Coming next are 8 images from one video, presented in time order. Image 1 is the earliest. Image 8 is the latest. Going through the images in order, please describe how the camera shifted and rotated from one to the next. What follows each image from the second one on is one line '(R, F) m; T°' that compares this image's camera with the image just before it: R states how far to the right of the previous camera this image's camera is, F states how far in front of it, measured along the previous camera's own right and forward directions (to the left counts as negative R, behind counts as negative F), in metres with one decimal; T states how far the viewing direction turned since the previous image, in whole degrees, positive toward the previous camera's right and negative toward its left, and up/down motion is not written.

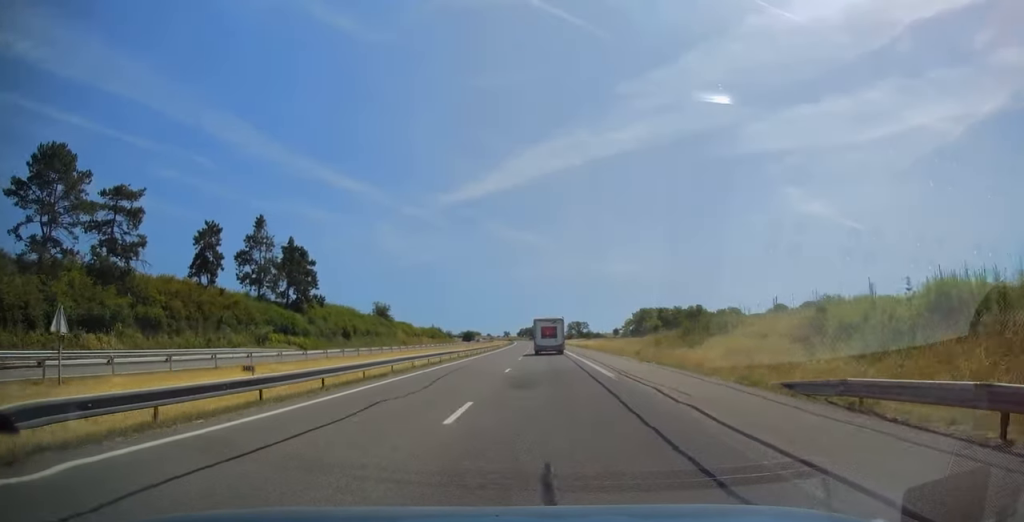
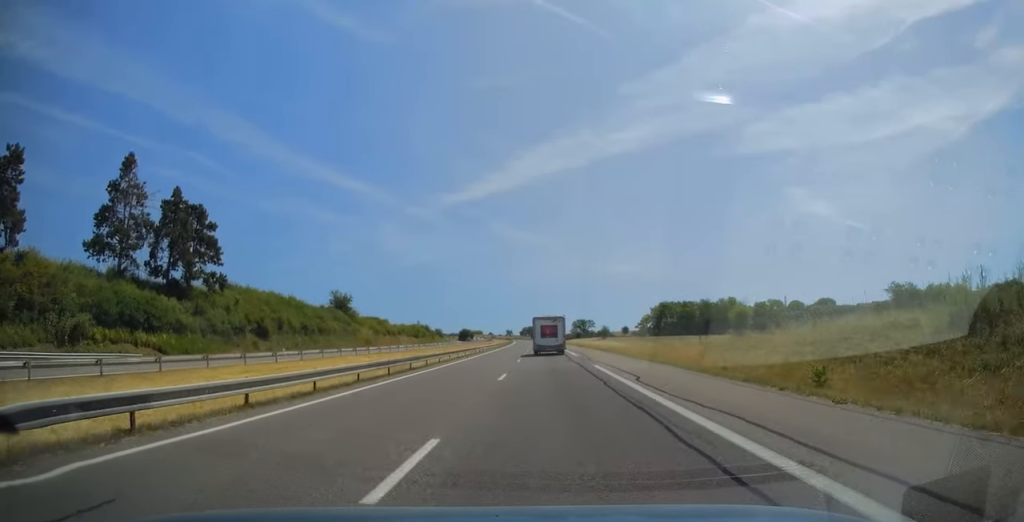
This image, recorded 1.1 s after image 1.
(0.0, +32.8) m; 0°
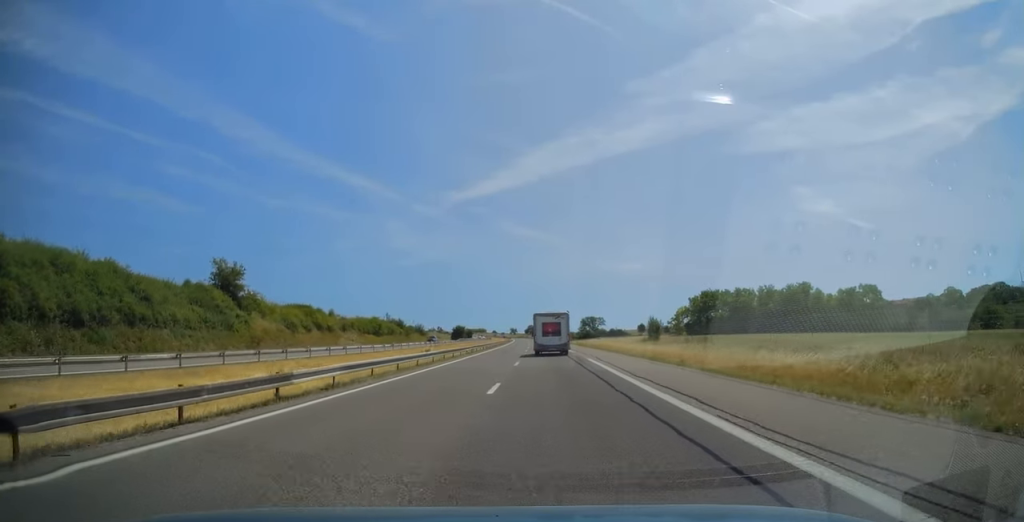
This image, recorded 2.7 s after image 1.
(0.0, +46.4) m; -1°
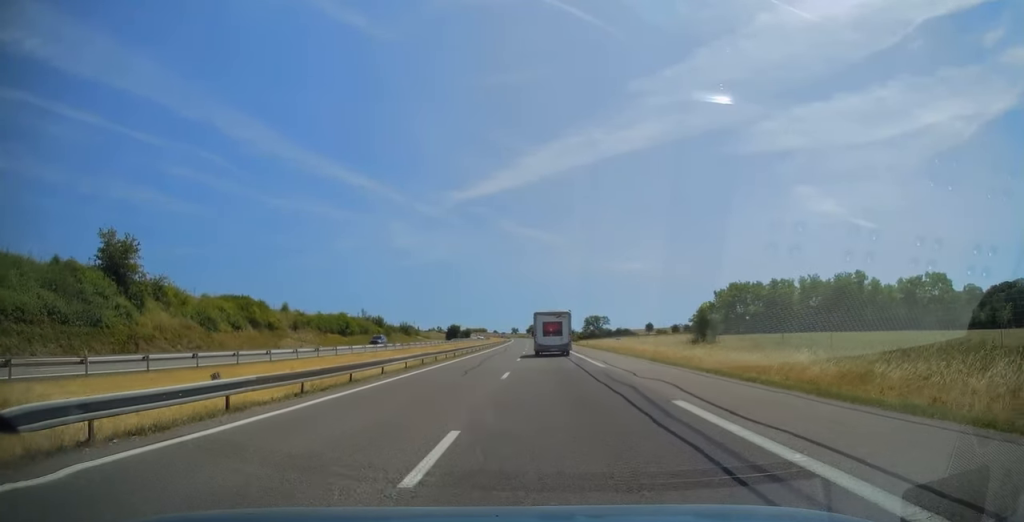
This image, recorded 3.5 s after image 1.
(-0.3, +22.4) m; 0°
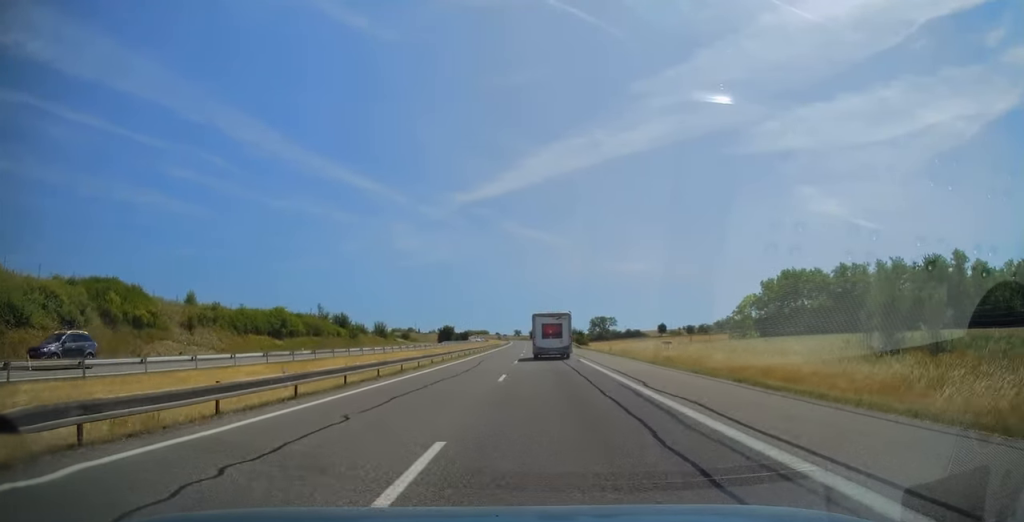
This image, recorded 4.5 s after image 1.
(+0.4, +28.5) m; -1°
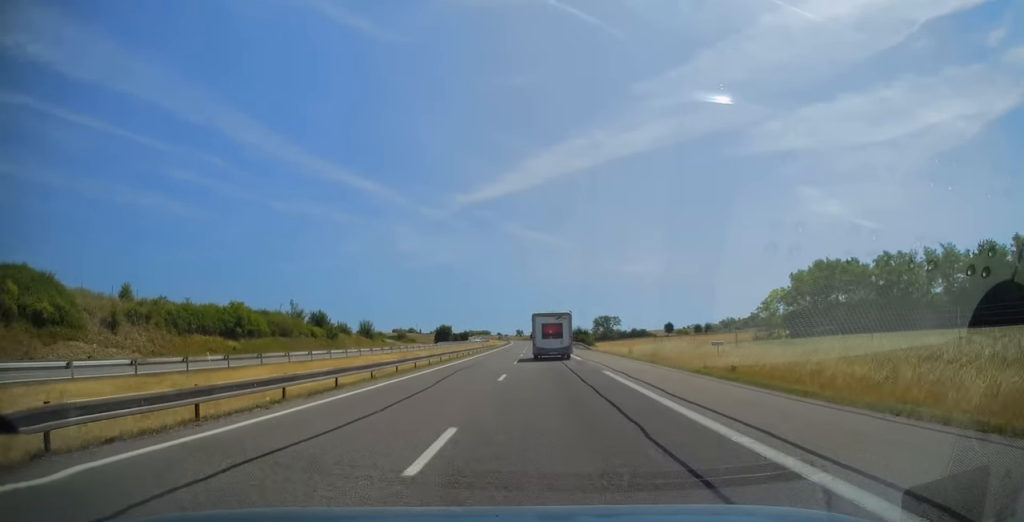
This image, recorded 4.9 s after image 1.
(-0.3, +12.7) m; 0°
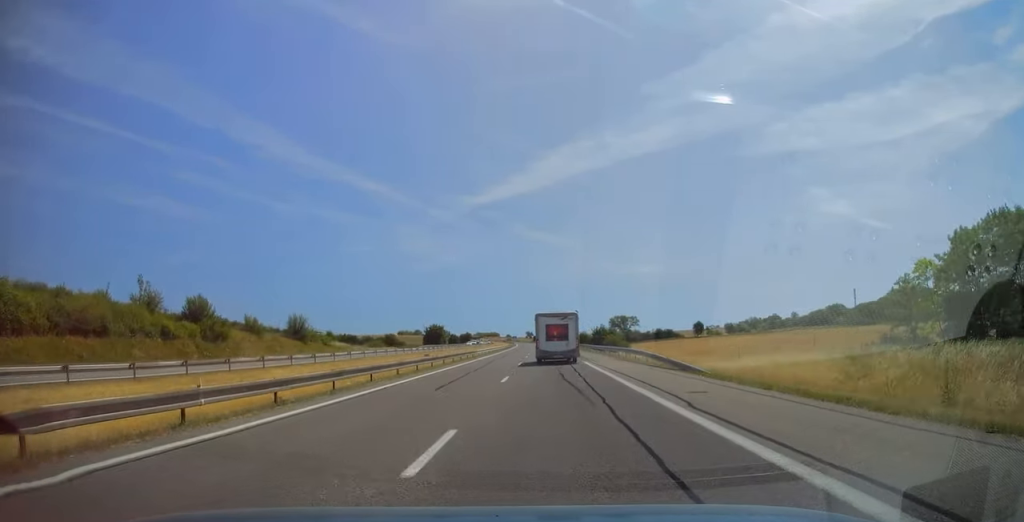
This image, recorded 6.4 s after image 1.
(-0.4, +40.3) m; 0°
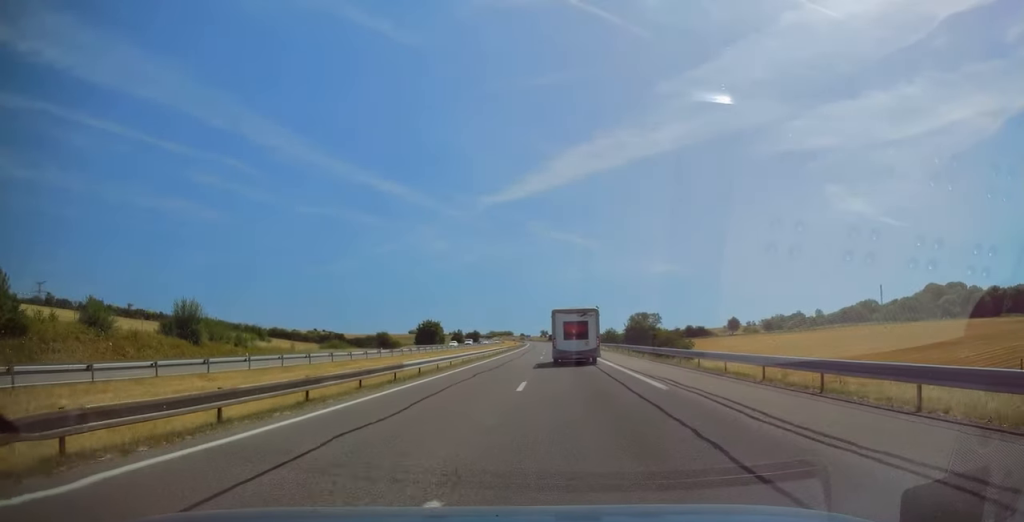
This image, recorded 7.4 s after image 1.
(-0.1, +31.6) m; -1°
